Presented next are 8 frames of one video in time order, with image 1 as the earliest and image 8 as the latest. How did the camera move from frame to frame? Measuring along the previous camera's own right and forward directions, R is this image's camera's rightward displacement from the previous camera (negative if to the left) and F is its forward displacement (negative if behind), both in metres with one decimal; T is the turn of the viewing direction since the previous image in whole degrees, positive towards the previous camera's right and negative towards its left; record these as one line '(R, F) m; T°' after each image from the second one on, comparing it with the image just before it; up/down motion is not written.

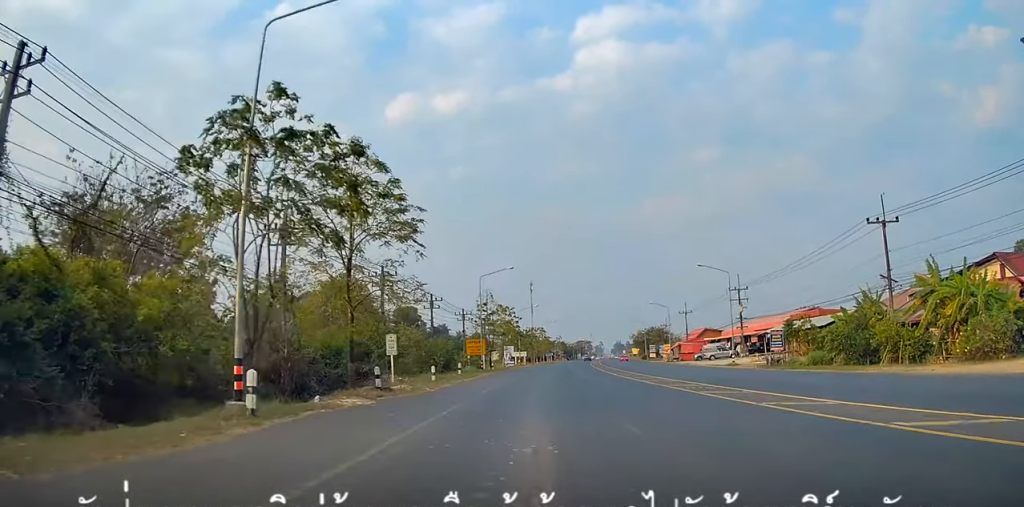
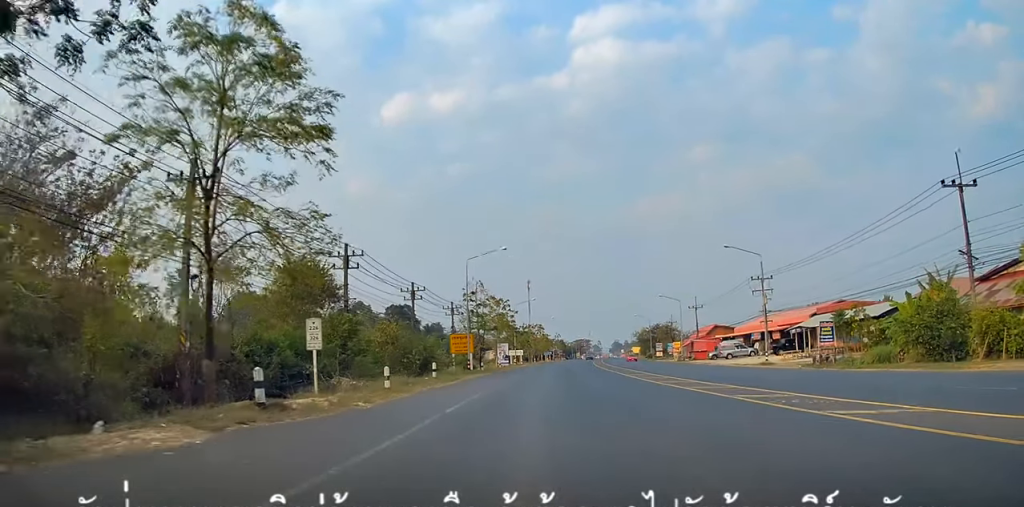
(+0.2, +9.6) m; +1°
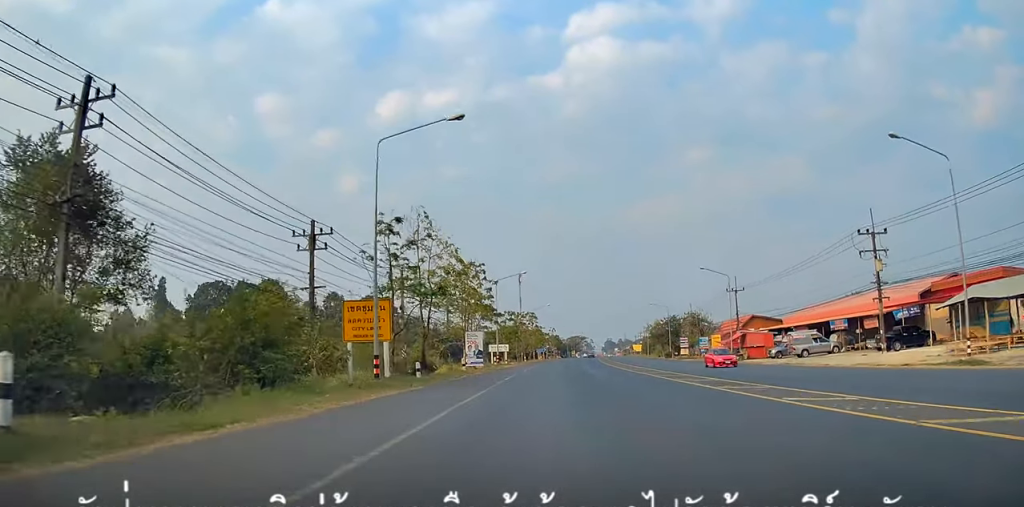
(-0.3, +27.7) m; 0°
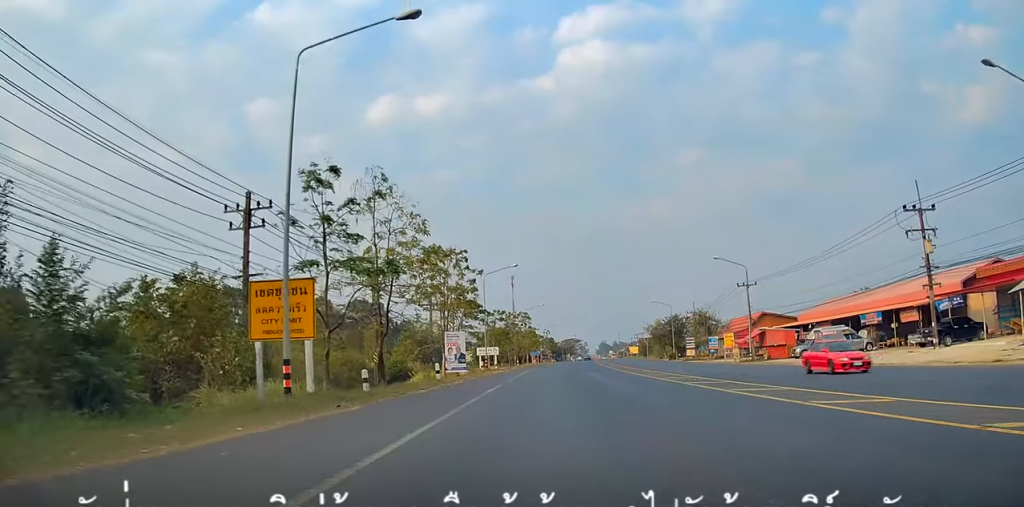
(0.0, +7.8) m; 0°
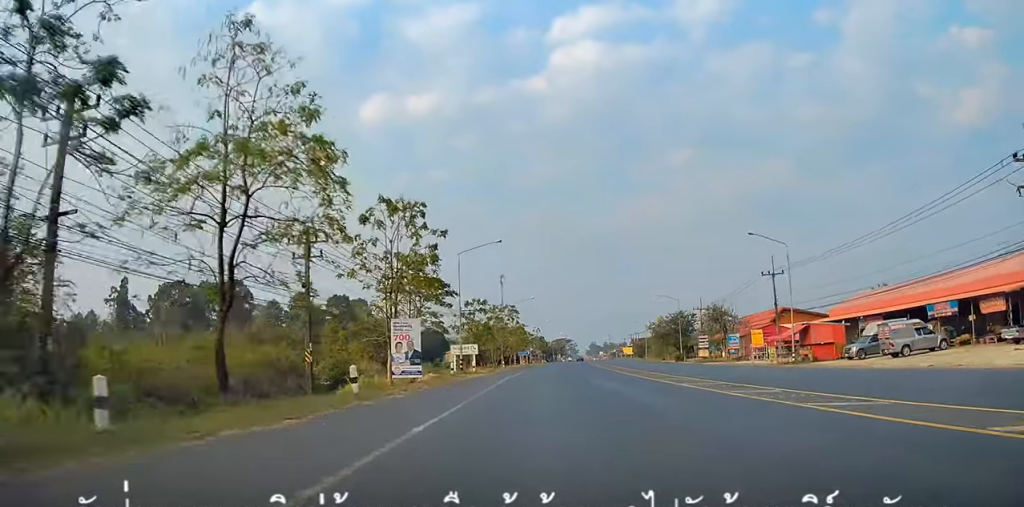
(0.0, +12.7) m; +1°
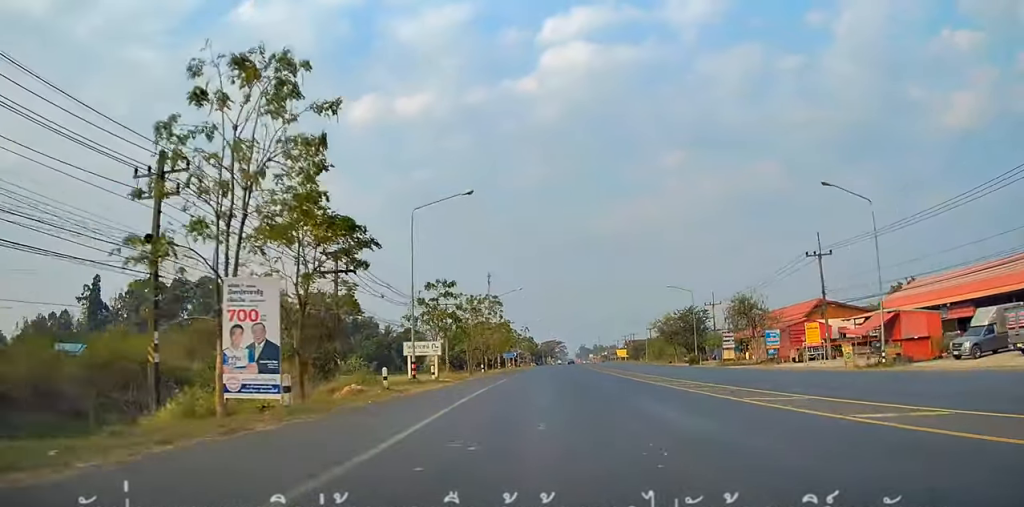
(+0.1, +14.2) m; +2°
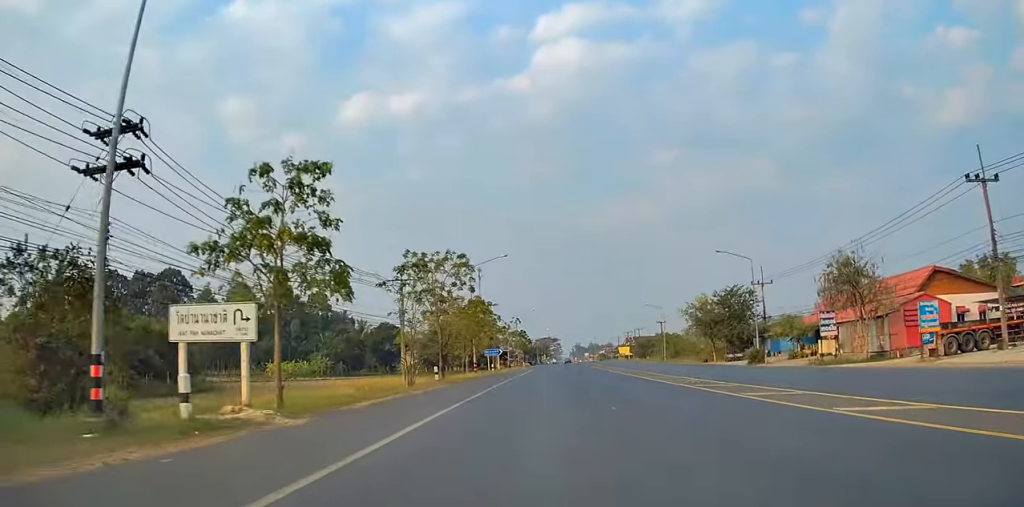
(+0.1, +24.1) m; 0°
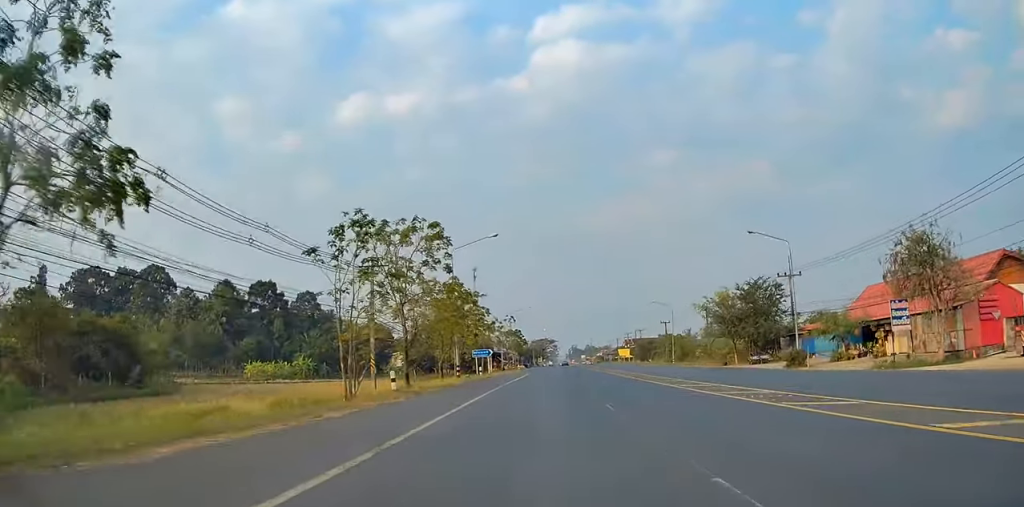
(0.0, +9.3) m; 0°
